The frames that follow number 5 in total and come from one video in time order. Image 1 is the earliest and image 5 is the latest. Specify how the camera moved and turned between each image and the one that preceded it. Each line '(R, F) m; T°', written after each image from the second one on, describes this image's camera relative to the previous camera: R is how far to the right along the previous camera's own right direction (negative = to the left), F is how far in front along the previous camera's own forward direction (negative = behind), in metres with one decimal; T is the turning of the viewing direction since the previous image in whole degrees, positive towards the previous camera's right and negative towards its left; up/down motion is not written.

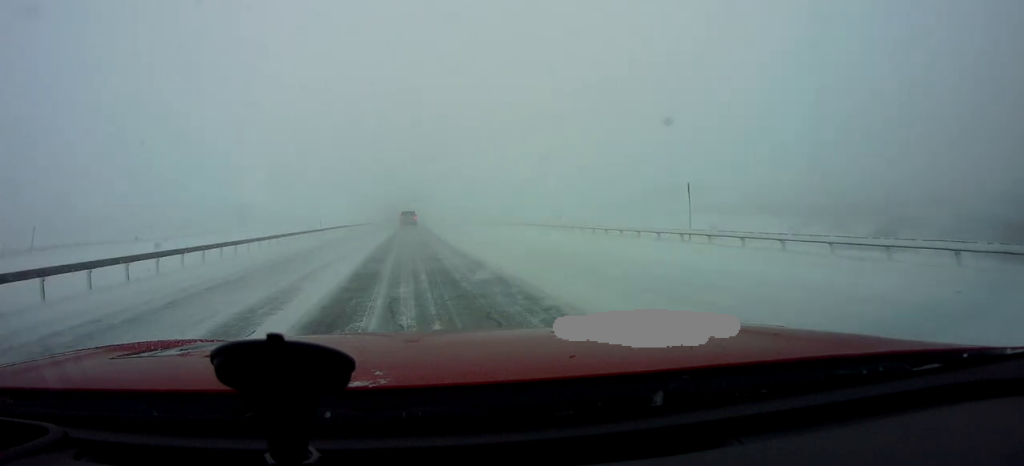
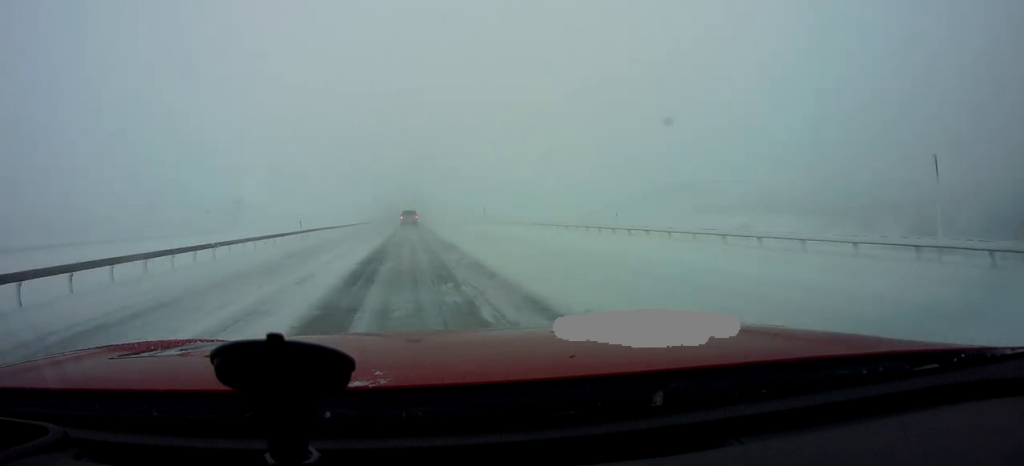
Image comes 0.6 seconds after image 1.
(-0.2, +9.6) m; 0°
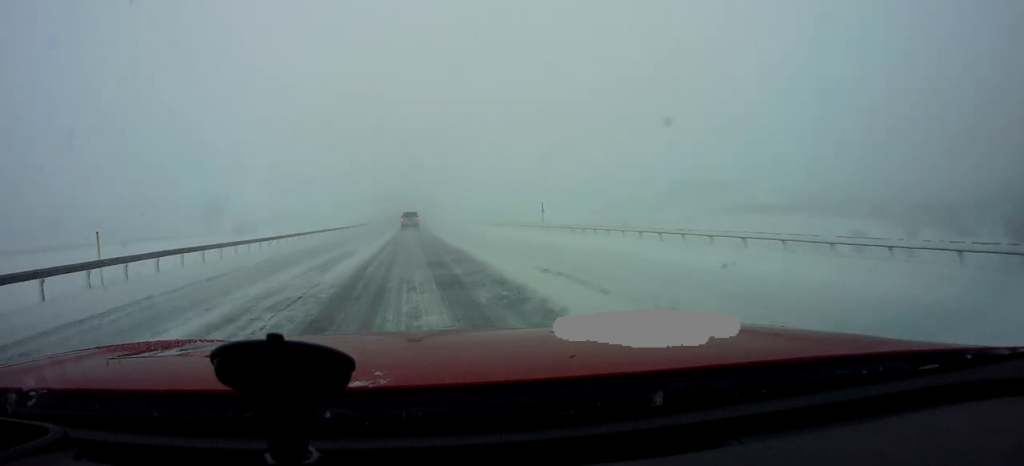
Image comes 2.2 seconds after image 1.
(+0.6, +28.2) m; +1°
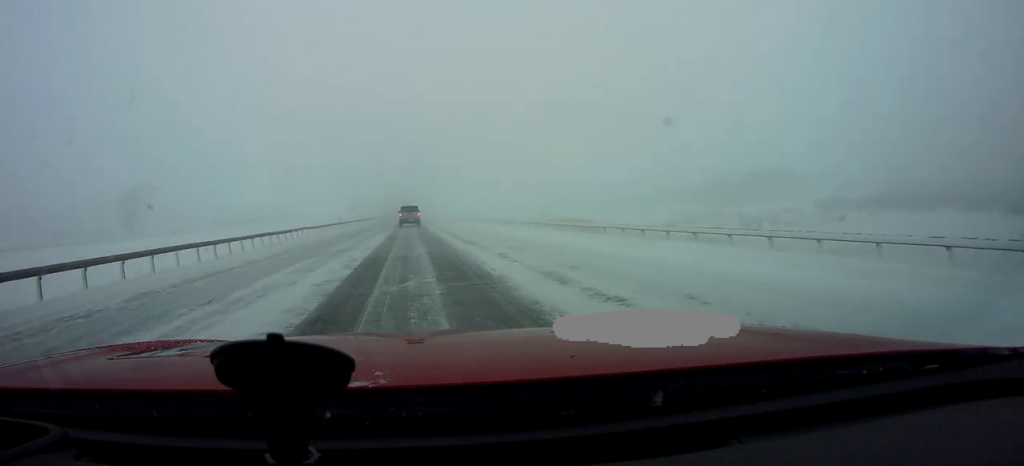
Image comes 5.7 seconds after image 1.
(-0.9, +64.0) m; 0°
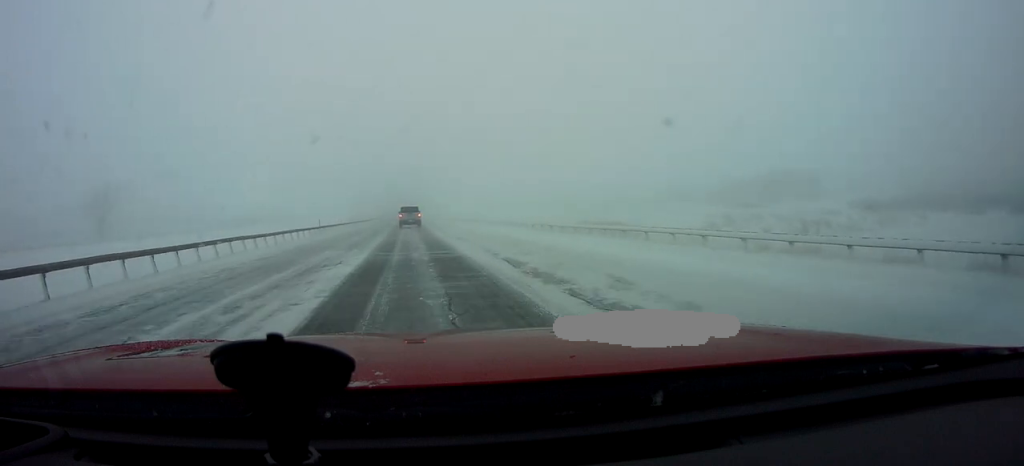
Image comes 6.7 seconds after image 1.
(0.0, +16.3) m; 0°
